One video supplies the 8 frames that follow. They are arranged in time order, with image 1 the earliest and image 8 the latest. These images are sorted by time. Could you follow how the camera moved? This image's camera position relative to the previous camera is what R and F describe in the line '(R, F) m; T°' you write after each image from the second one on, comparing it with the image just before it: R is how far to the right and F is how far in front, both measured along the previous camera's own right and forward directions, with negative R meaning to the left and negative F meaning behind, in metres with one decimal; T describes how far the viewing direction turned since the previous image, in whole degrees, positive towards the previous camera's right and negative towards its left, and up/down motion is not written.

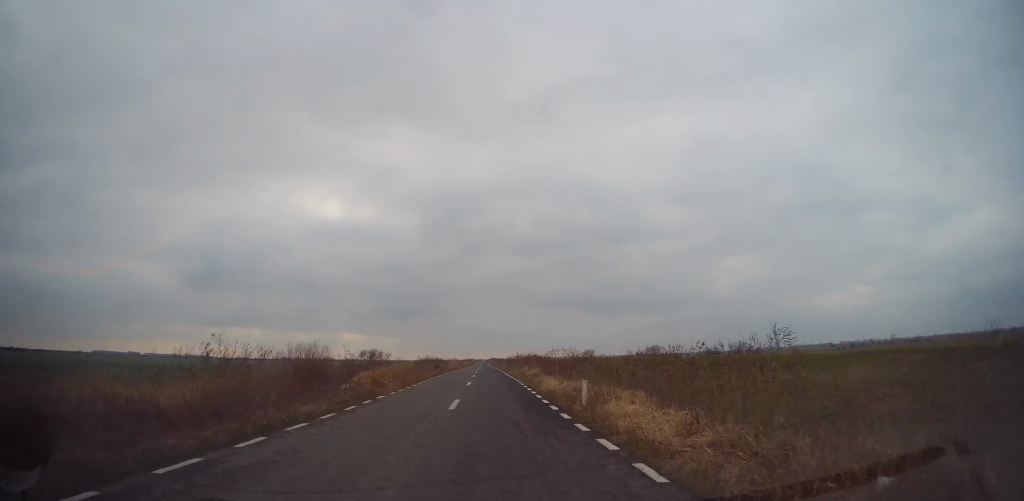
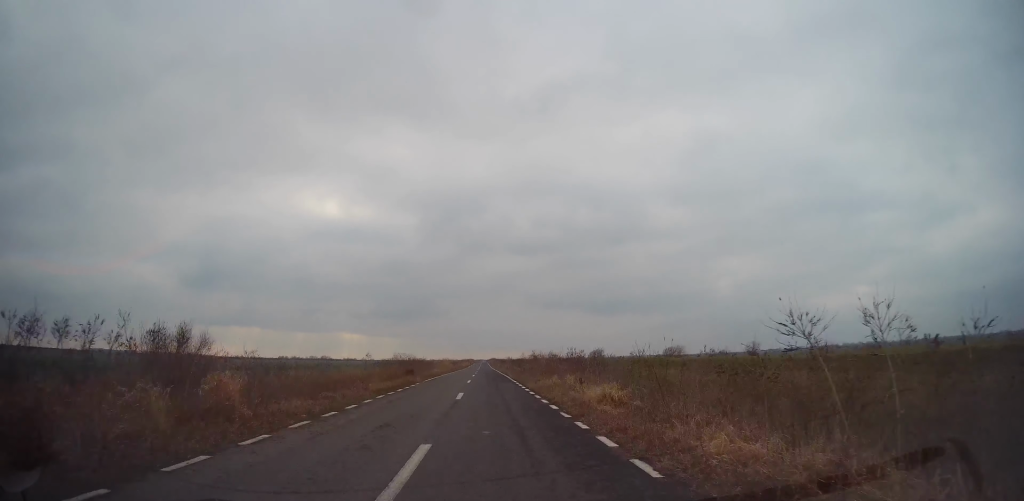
(0.0, +20.3) m; 0°
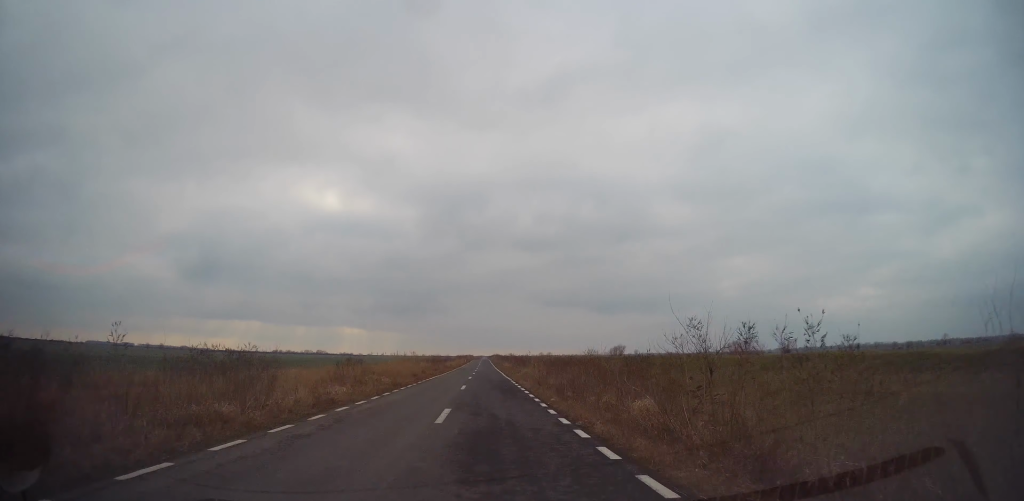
(-0.5, +41.2) m; -1°
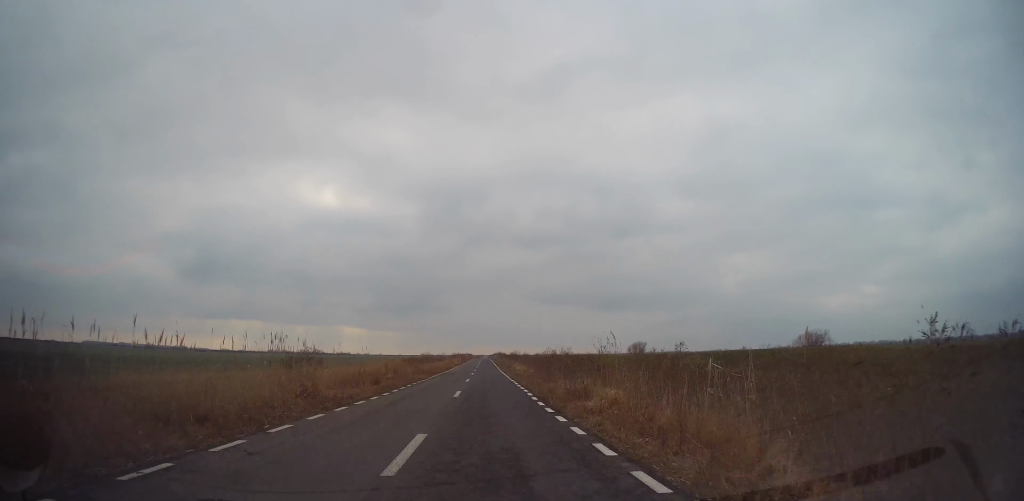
(-0.2, +28.3) m; 0°
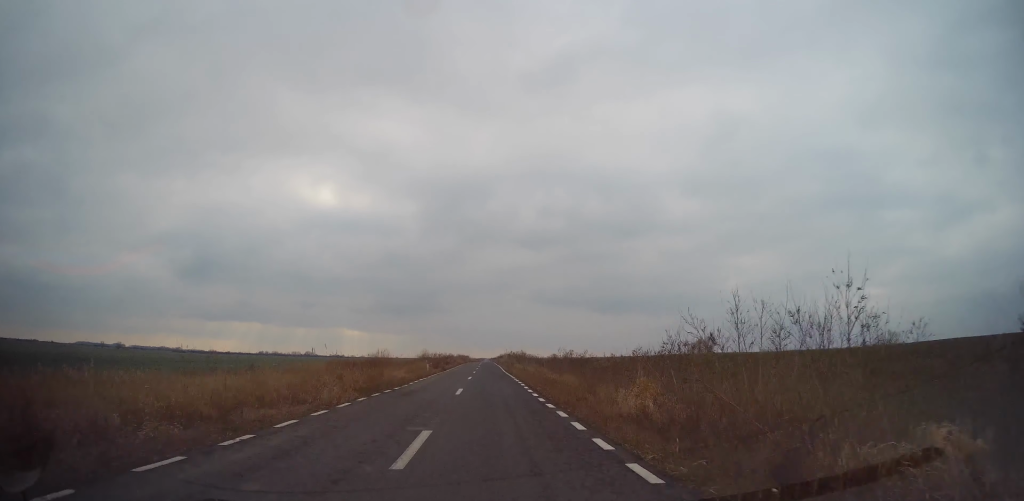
(+0.1, +58.2) m; 0°
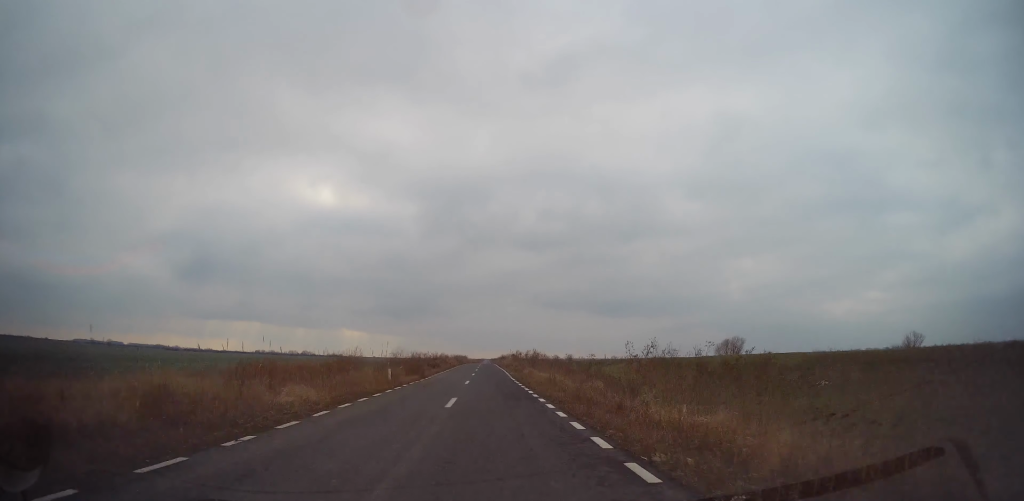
(+0.1, +16.0) m; 0°
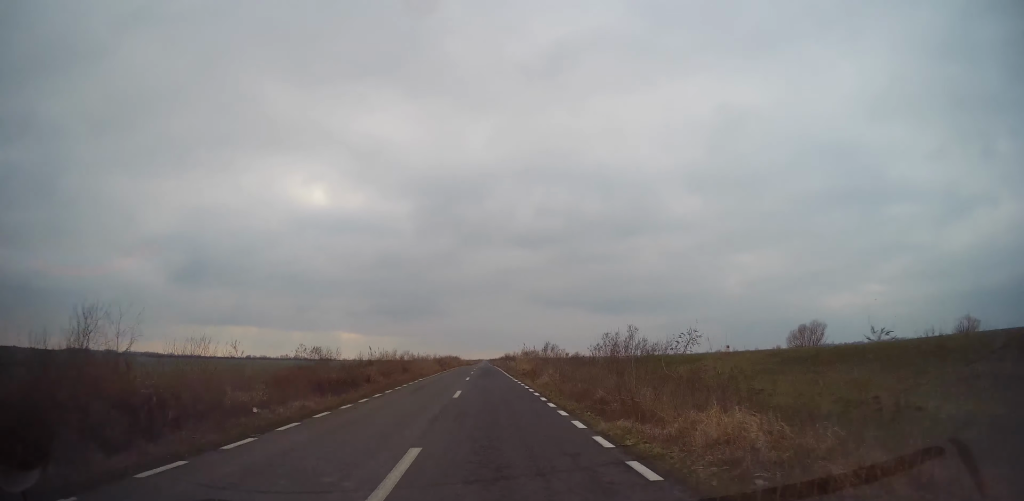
(+0.1, +32.2) m; 0°
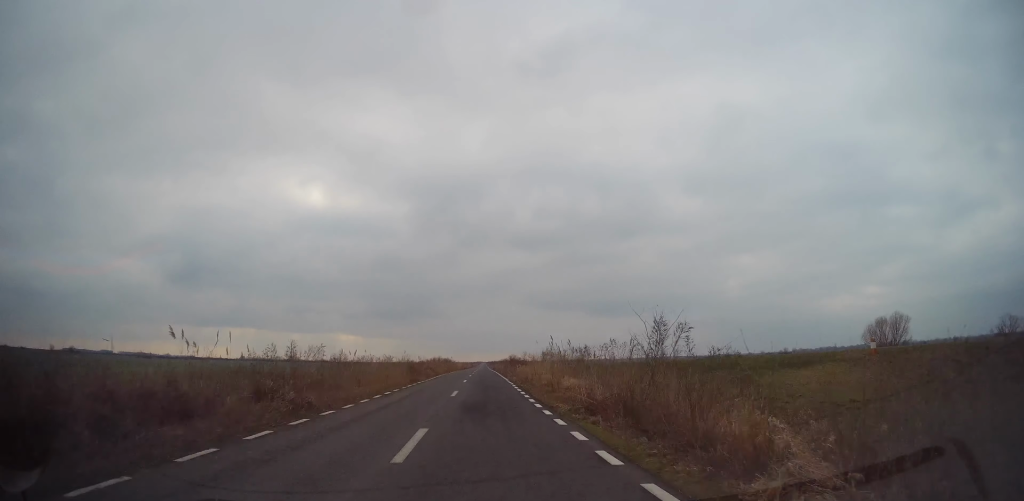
(+0.1, +21.4) m; 0°
